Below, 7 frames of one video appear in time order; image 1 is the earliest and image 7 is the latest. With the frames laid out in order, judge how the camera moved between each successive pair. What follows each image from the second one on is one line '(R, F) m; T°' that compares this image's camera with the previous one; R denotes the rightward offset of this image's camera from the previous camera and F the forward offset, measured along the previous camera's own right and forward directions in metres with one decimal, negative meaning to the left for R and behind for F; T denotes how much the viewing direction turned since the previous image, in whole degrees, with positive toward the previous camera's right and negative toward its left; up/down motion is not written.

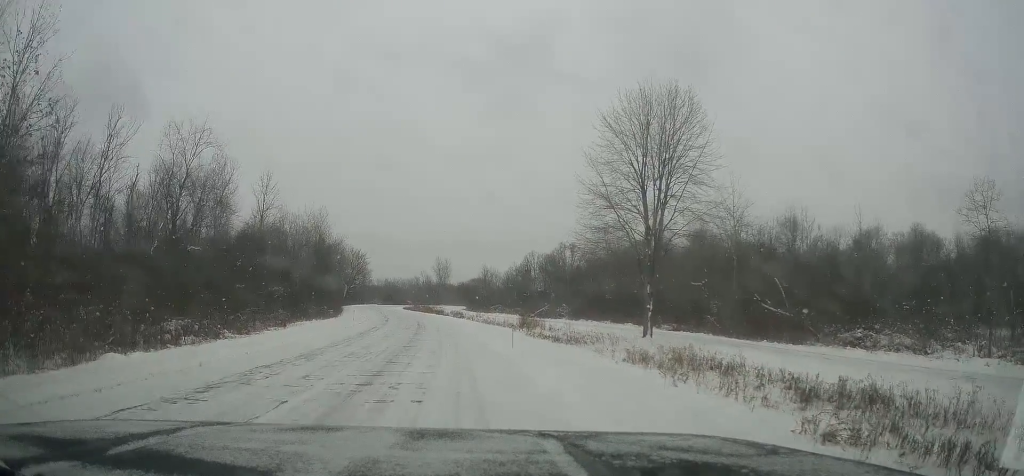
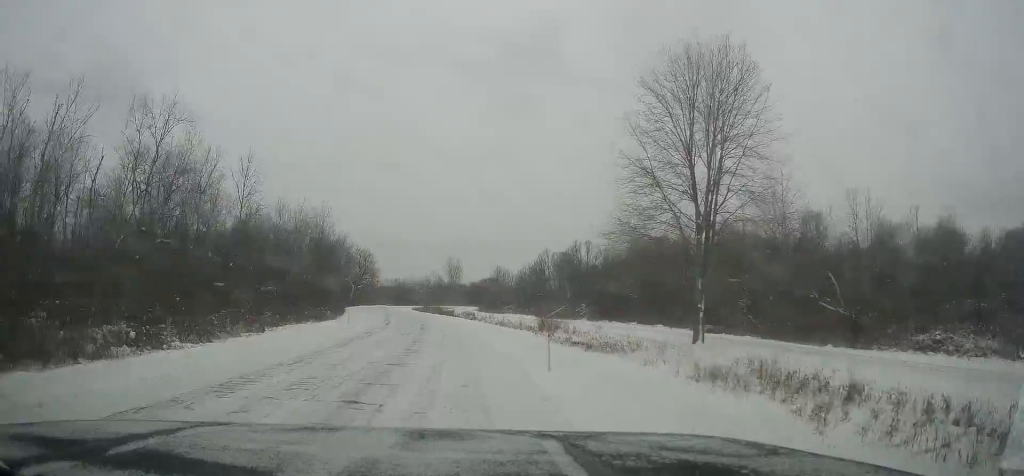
(+0.4, +6.7) m; +4°
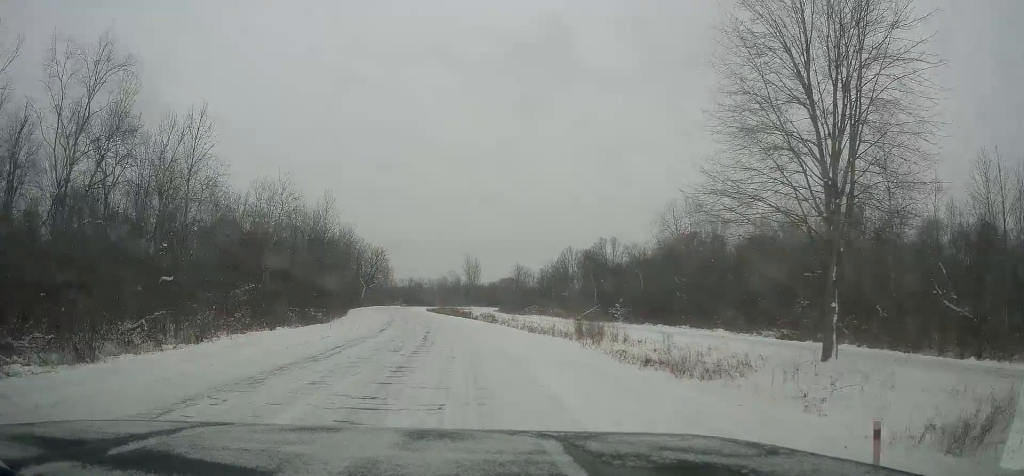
(-0.2, +10.6) m; -3°
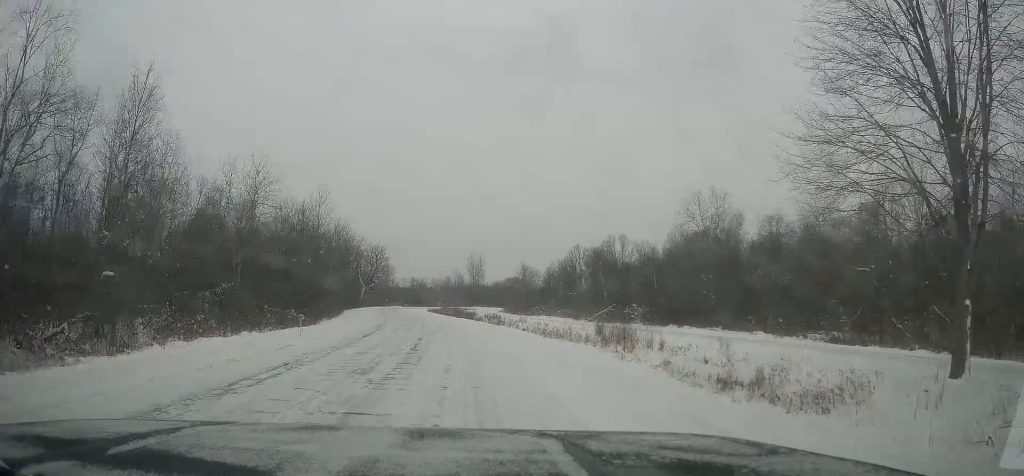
(-0.1, +6.5) m; -3°
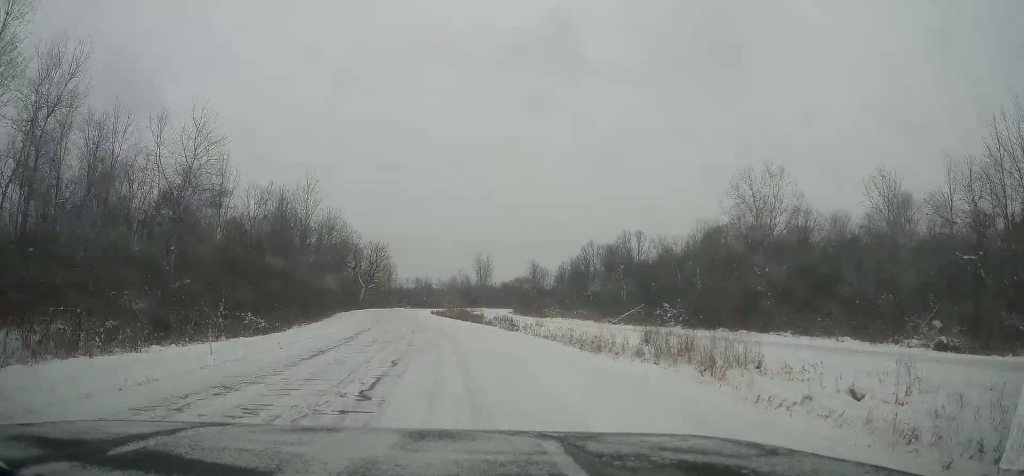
(-1.2, +10.0) m; -3°
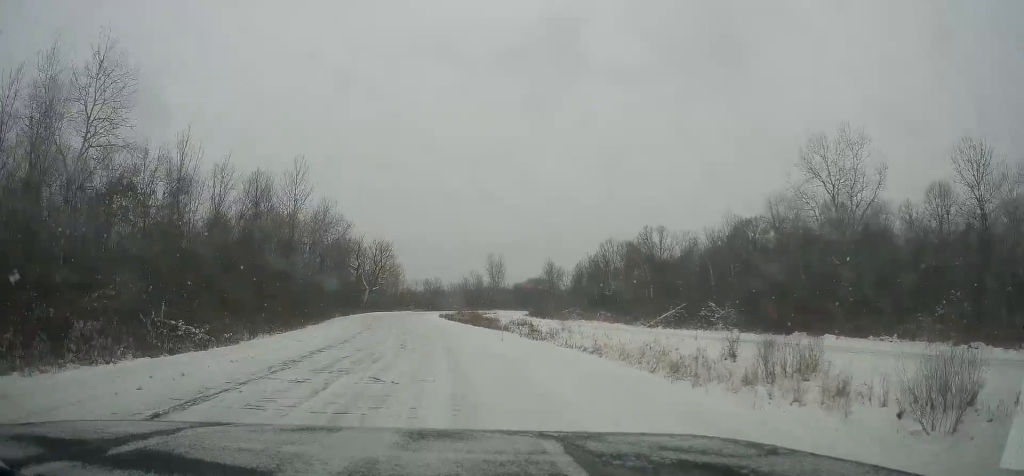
(+1.2, +10.2) m; +4°
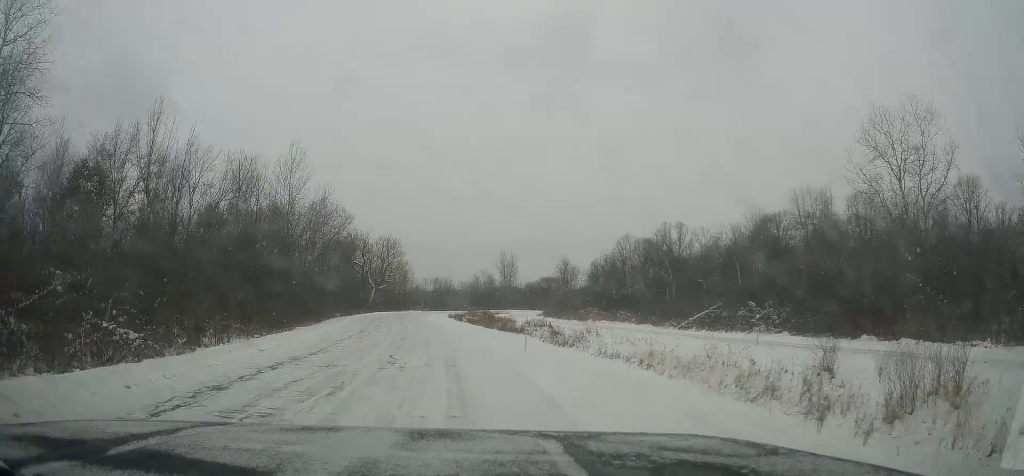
(-0.2, +6.3) m; -2°
